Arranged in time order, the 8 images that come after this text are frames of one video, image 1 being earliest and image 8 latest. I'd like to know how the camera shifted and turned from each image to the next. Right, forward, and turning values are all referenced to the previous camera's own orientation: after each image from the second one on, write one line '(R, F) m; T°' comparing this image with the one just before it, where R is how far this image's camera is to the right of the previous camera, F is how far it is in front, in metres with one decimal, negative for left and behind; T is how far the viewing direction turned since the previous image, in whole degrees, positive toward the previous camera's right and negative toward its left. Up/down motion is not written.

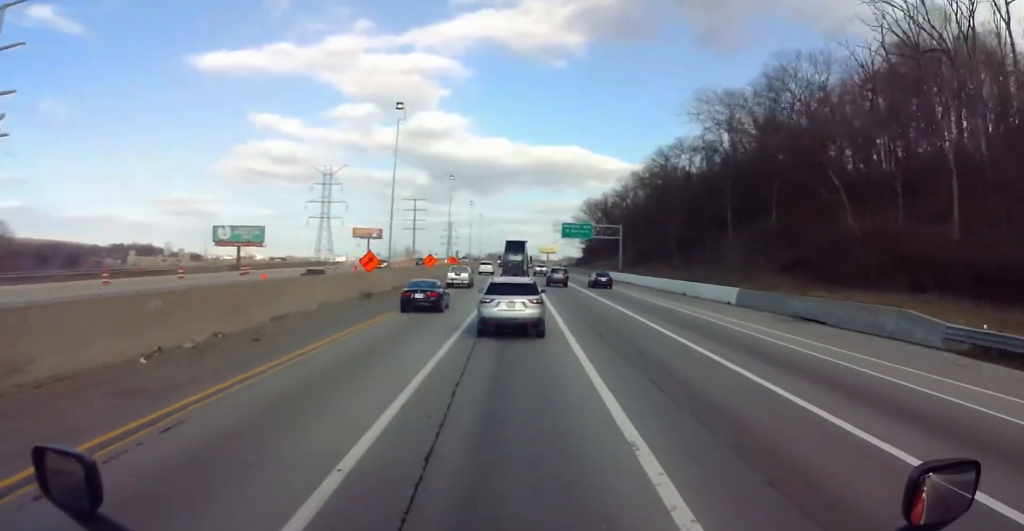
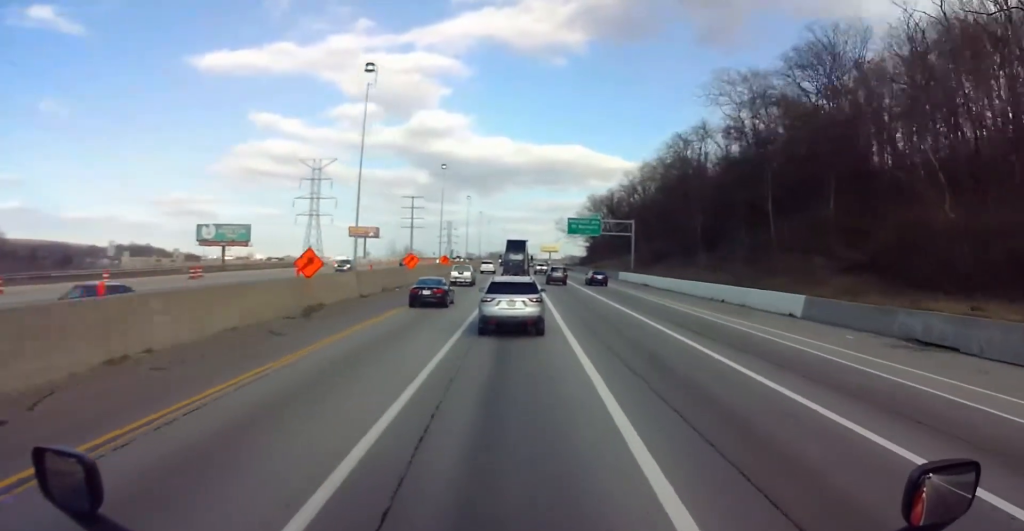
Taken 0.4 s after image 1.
(0.0, +10.3) m; 0°
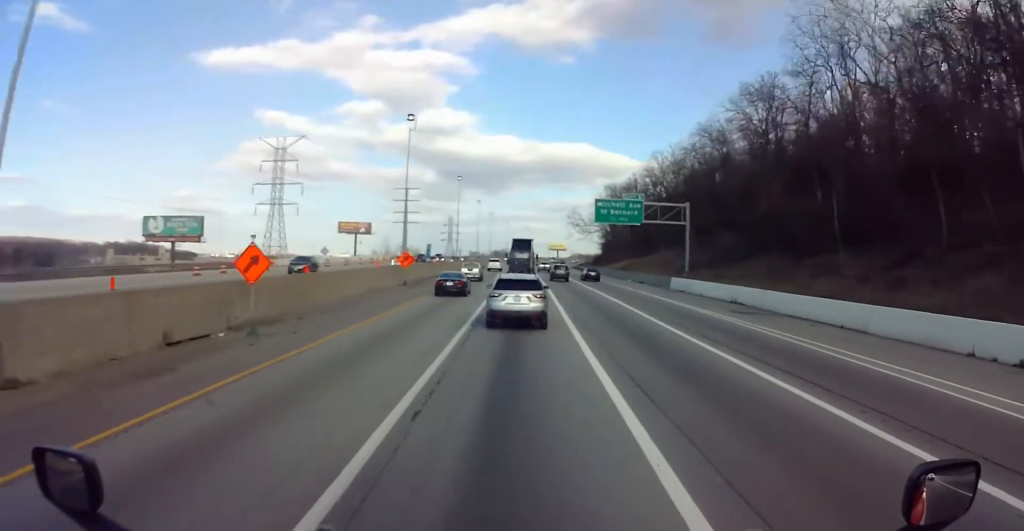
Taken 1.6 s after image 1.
(-0.2, +27.8) m; -1°
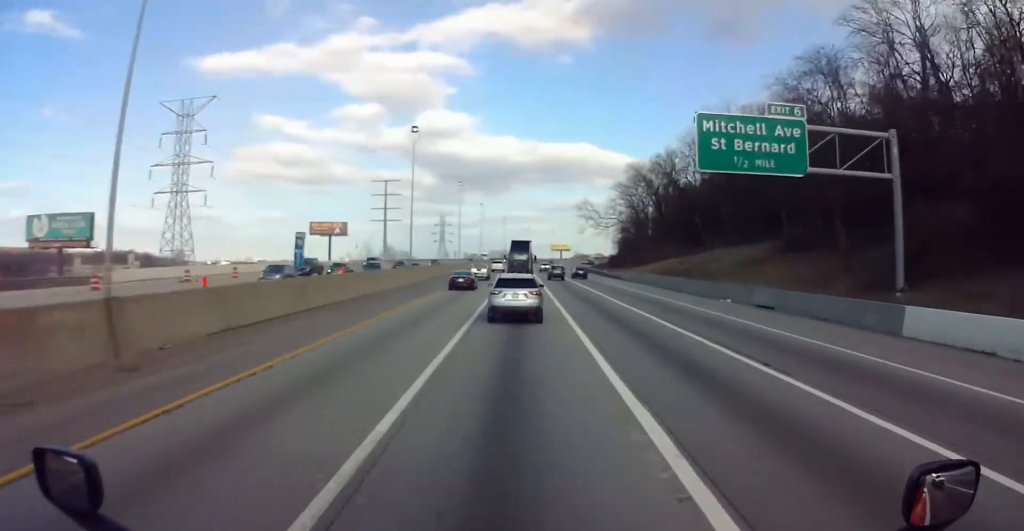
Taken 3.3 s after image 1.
(+0.1, +36.9) m; +1°
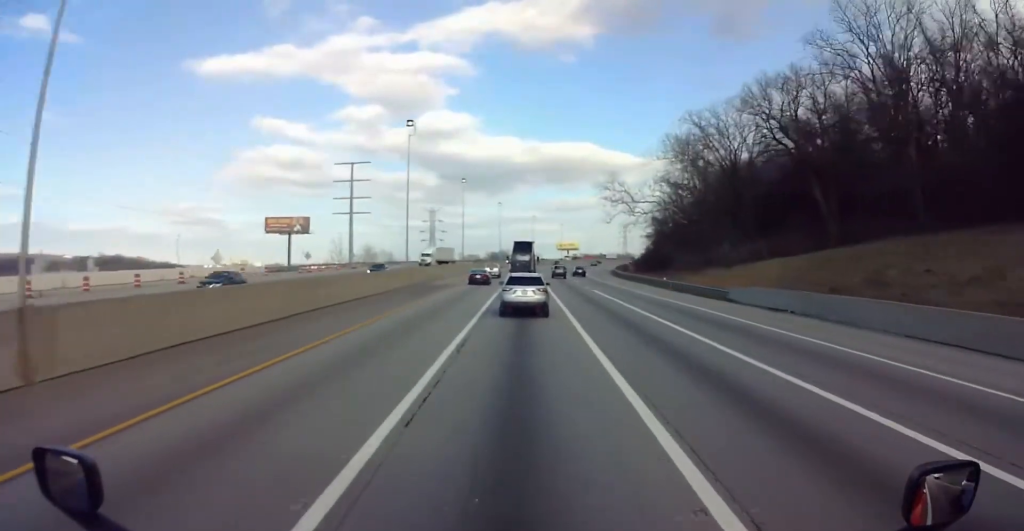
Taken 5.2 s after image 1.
(+0.1, +43.6) m; 0°
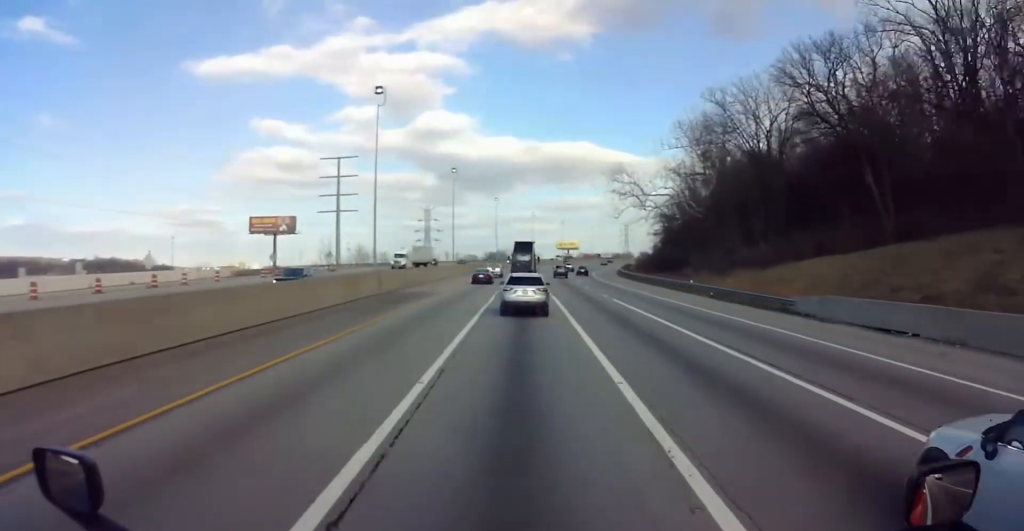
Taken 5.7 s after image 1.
(0.0, +11.4) m; 0°
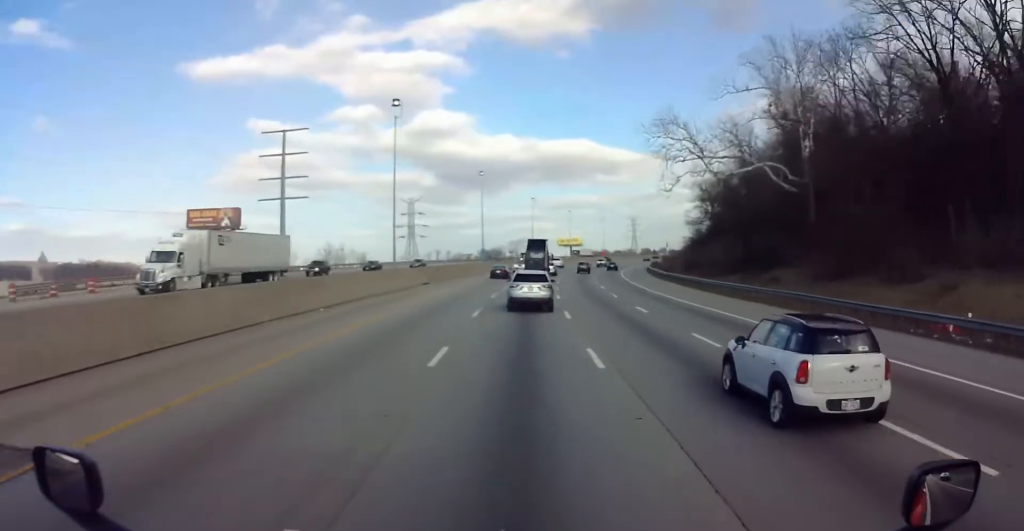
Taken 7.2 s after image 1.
(+0.1, +37.5) m; +1°
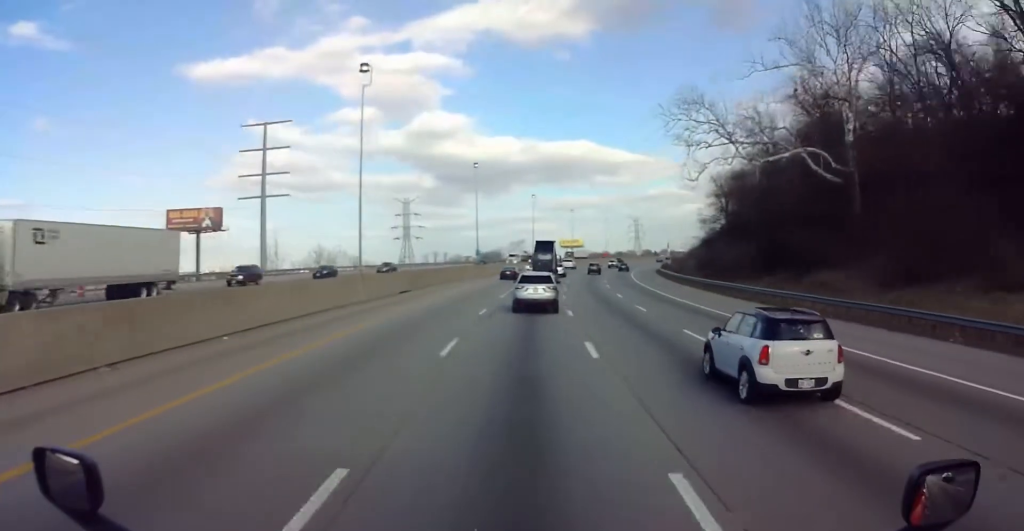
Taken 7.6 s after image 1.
(-0.1, +9.9) m; +1°
